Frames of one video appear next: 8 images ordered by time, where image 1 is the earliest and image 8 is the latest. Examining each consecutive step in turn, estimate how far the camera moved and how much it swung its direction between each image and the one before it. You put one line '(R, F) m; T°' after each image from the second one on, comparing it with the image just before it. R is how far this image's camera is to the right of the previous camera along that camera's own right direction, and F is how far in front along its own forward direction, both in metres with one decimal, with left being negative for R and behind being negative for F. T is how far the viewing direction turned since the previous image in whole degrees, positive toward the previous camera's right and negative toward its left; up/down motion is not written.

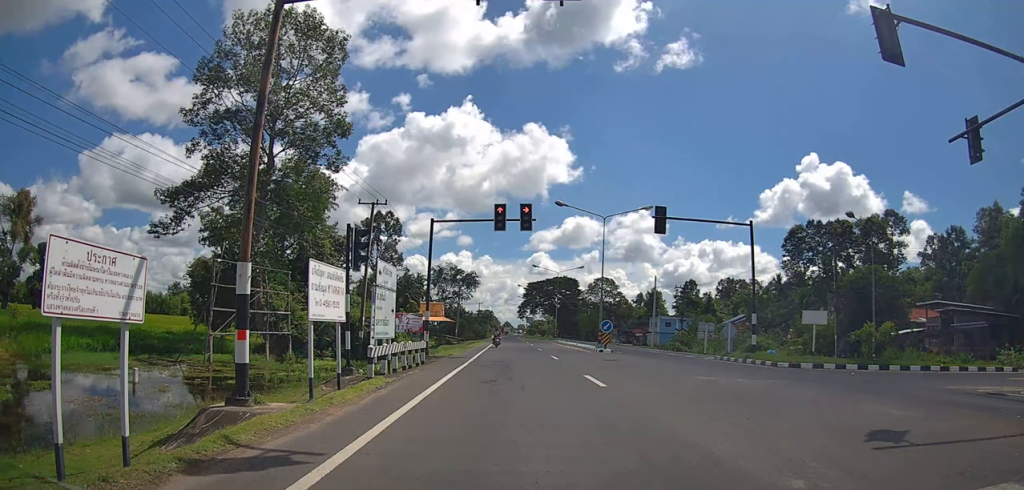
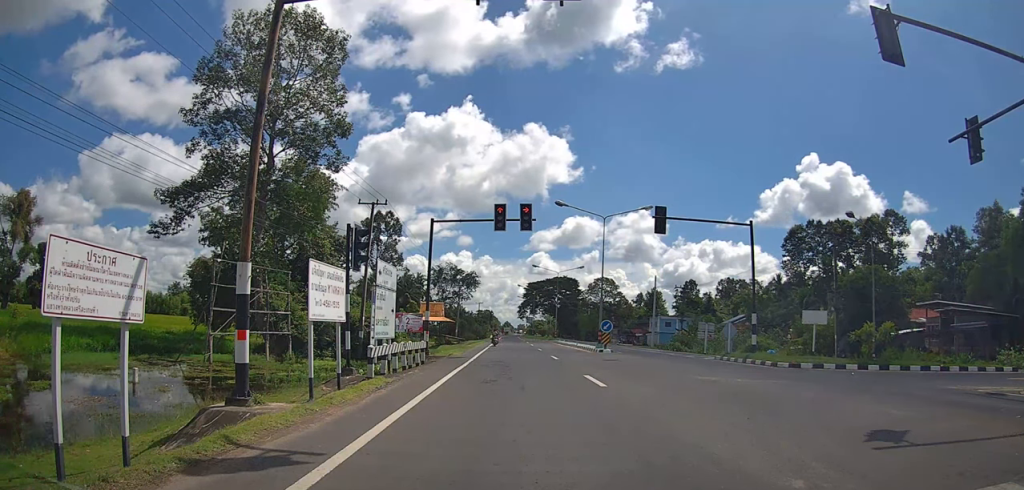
(0.0, 0.0) m; 0°
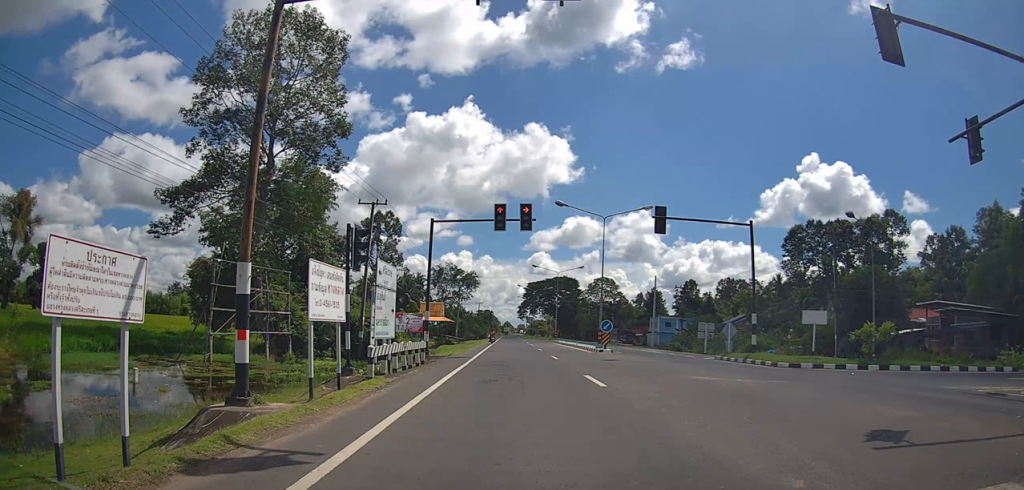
(0.0, 0.0) m; 0°
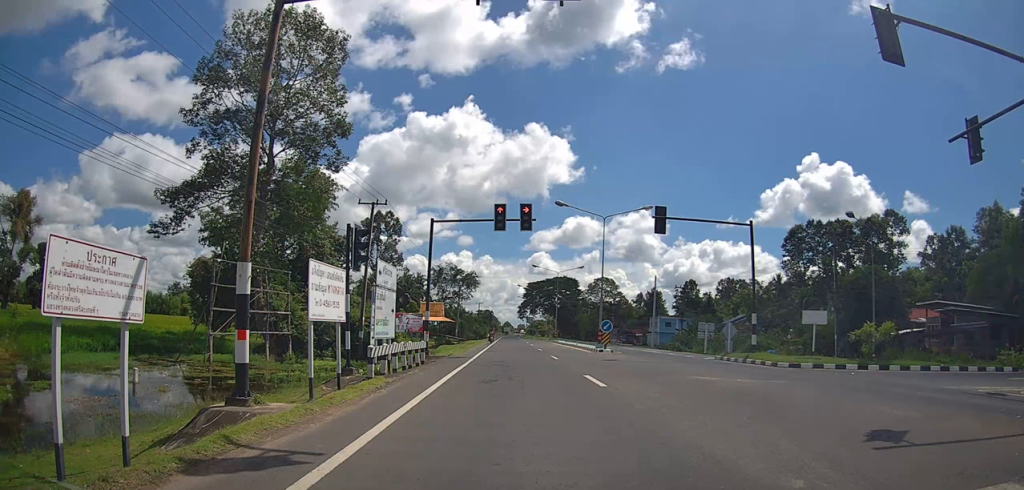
(0.0, 0.0) m; 0°
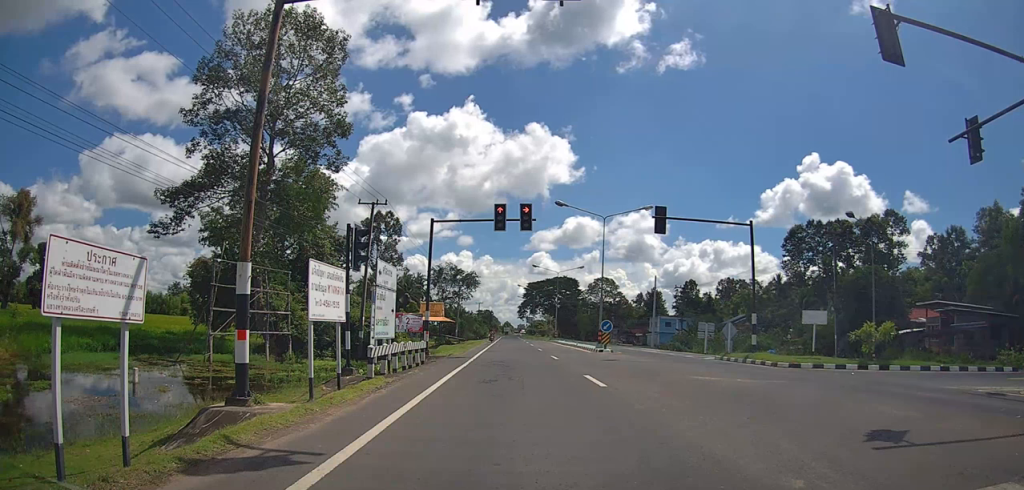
(0.0, 0.0) m; 0°
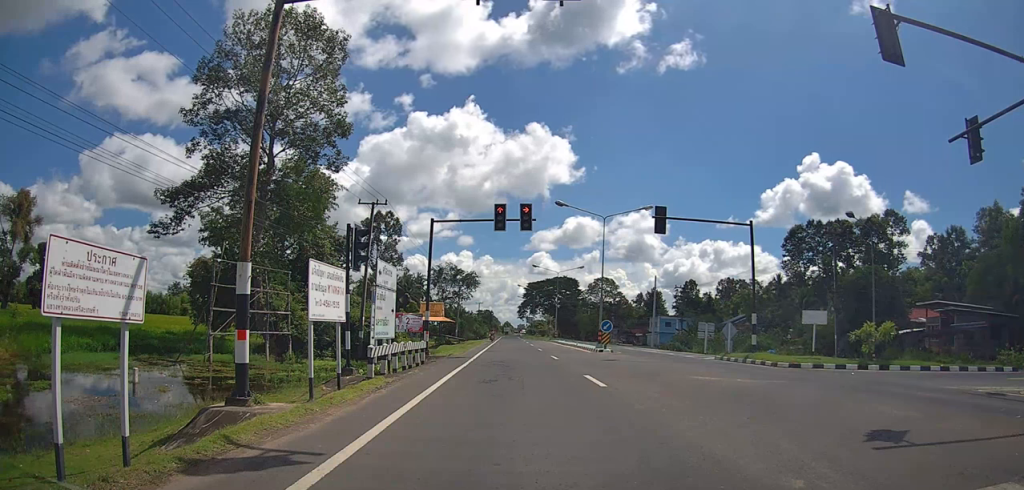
(0.0, 0.0) m; 0°
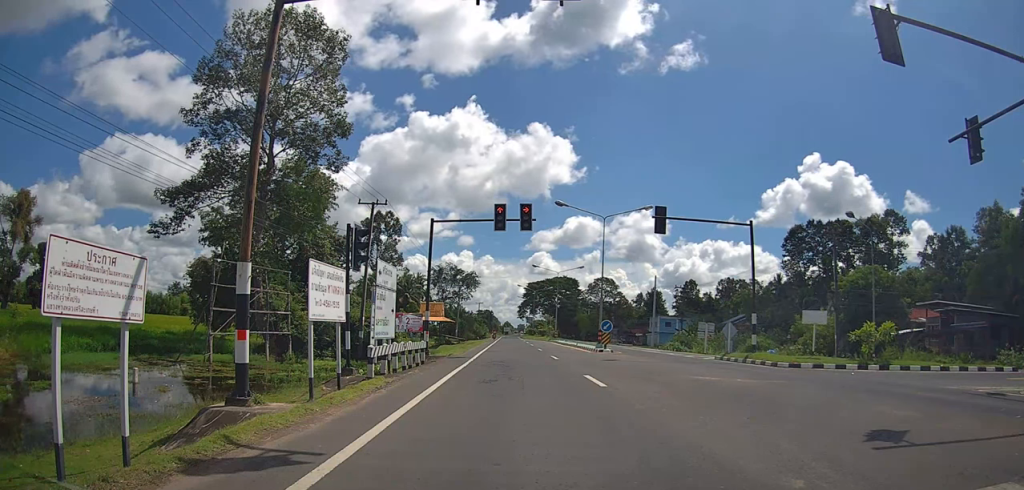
(0.0, 0.0) m; 0°
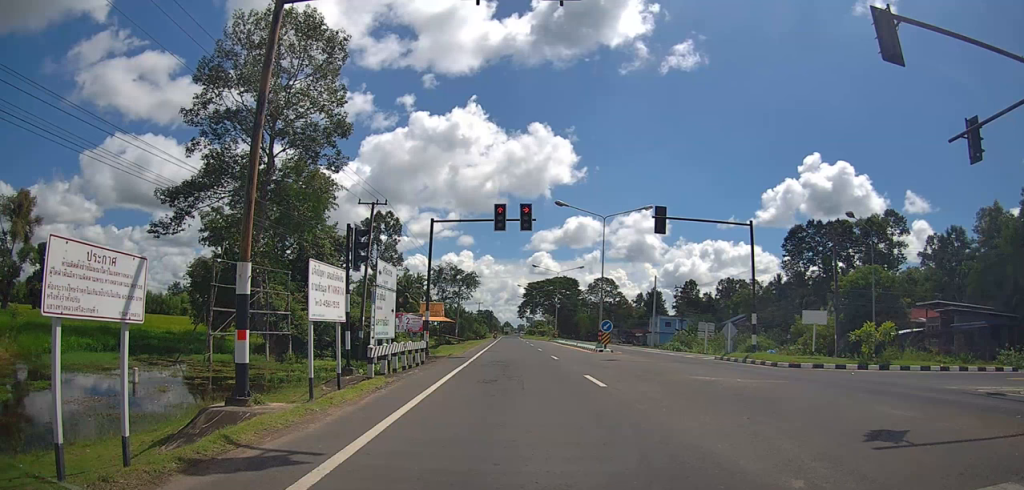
(0.0, 0.0) m; 0°
